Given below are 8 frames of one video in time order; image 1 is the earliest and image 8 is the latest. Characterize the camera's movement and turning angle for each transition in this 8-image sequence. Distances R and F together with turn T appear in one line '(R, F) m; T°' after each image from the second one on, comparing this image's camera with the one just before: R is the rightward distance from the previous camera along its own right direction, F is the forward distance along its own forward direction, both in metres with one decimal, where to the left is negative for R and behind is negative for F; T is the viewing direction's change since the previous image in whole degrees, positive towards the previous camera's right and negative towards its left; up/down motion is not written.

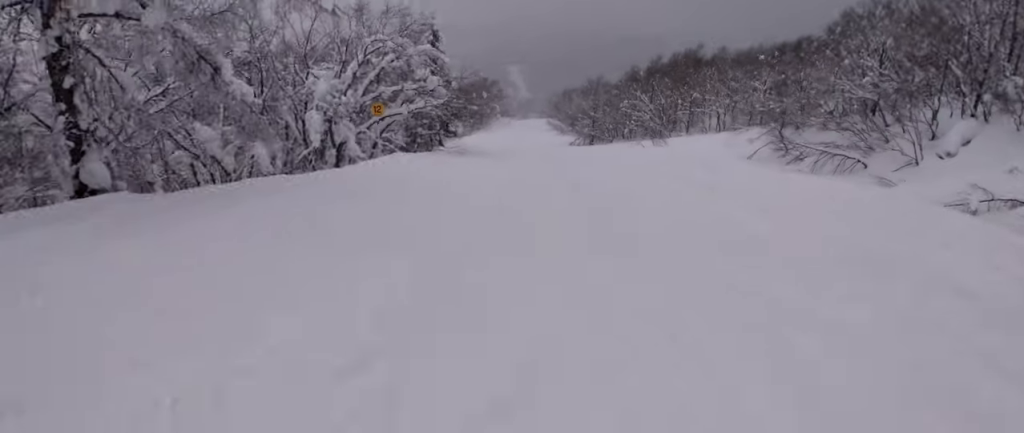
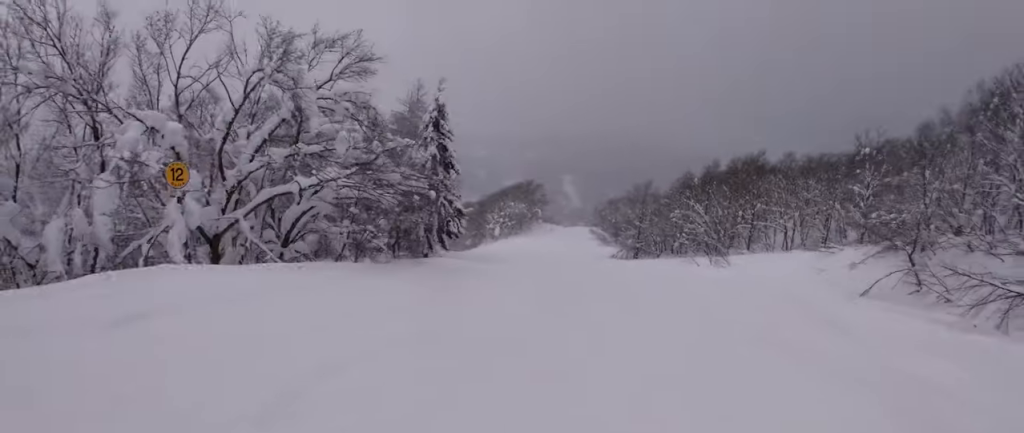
(-0.7, +12.4) m; -1°
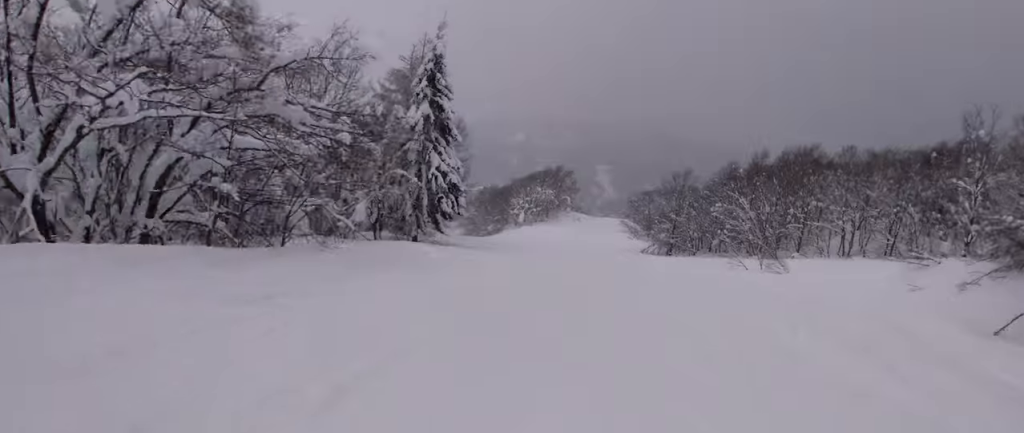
(+0.4, +7.7) m; -4°
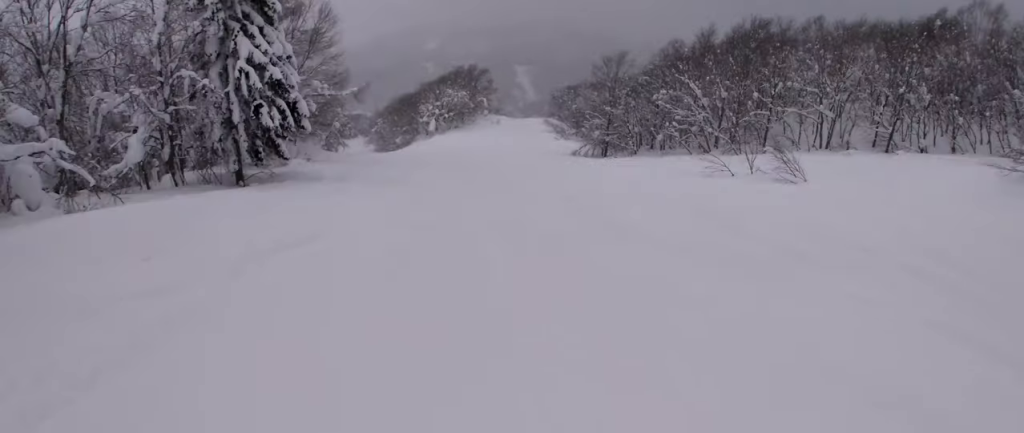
(-1.0, +11.3) m; -2°
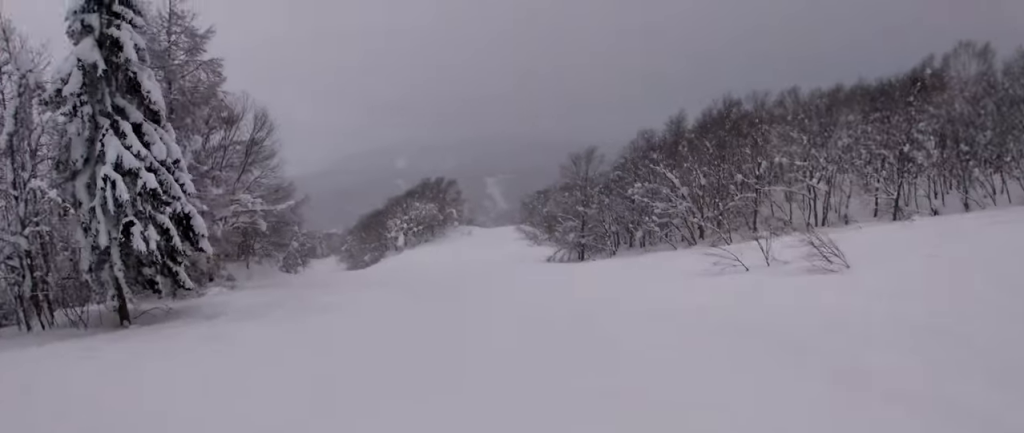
(-0.2, +5.7) m; 0°
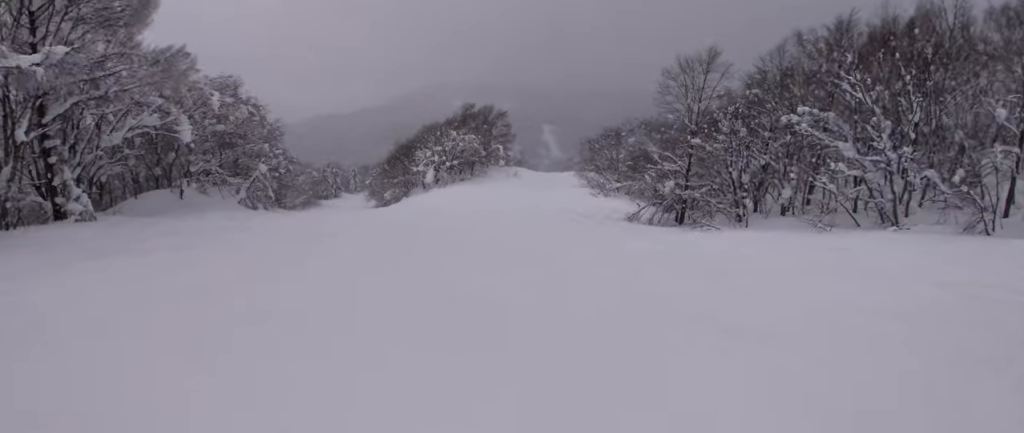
(+0.3, +20.5) m; -7°
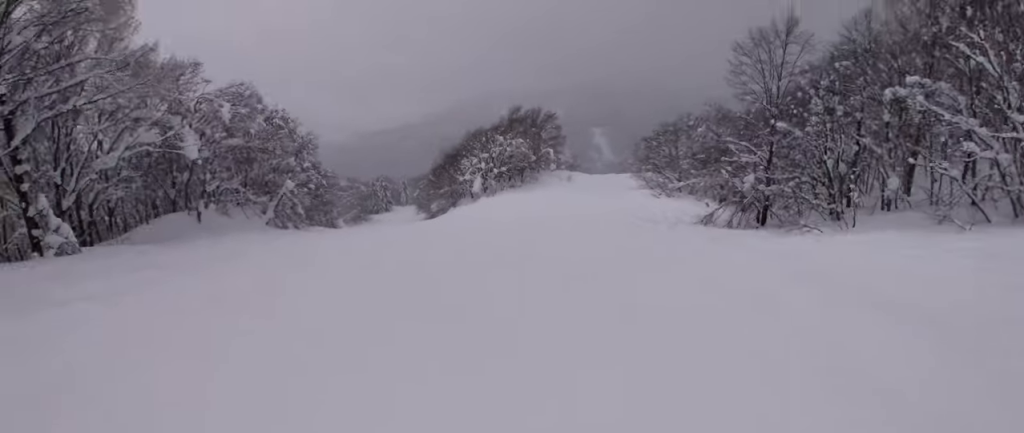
(-0.2, +5.3) m; -1°
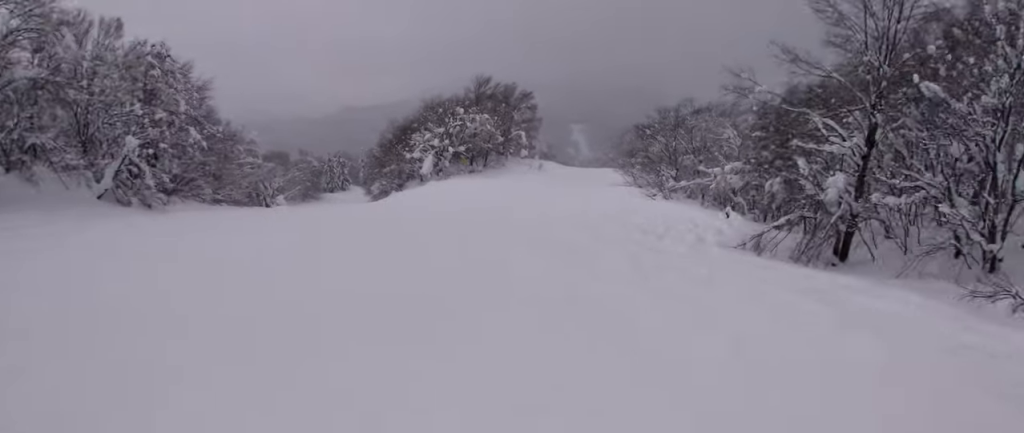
(-0.2, +14.3) m; +3°
